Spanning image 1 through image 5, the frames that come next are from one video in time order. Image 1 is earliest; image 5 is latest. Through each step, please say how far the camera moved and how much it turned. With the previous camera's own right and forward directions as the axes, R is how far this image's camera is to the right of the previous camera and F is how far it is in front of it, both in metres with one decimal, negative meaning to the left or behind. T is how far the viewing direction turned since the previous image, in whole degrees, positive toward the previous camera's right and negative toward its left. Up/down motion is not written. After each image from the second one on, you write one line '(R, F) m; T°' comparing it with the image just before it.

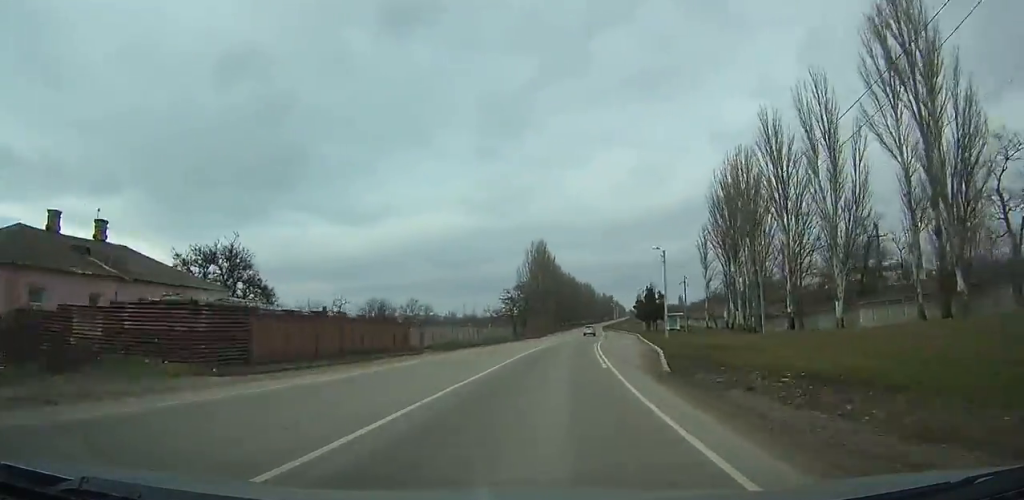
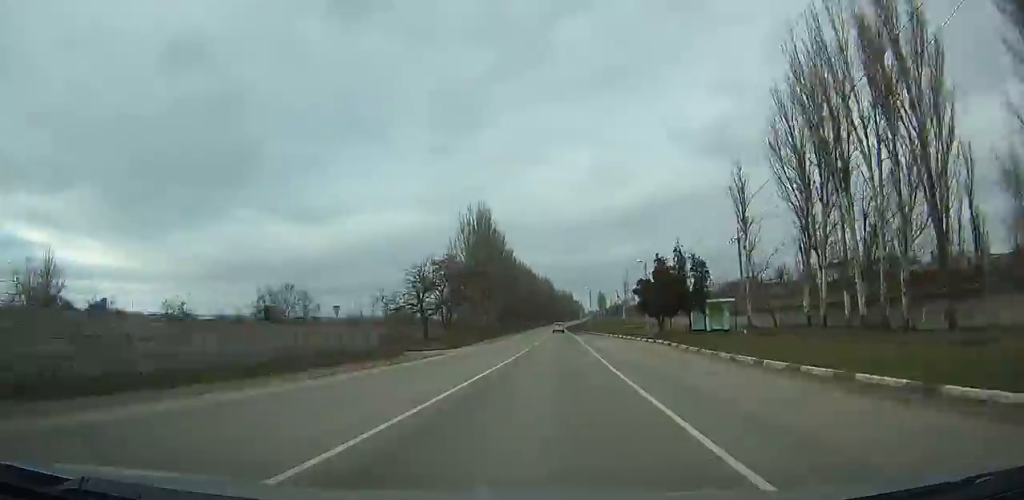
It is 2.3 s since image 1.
(+3.8, +46.7) m; +12°
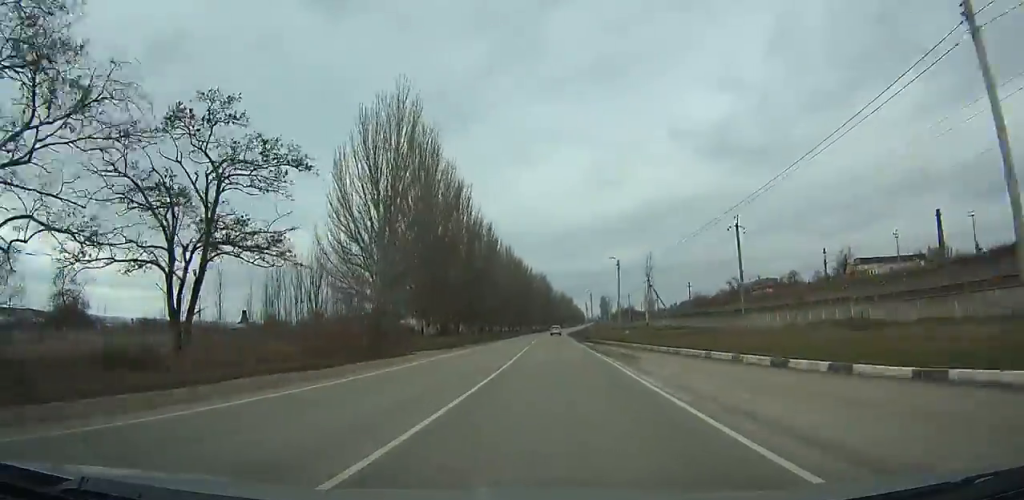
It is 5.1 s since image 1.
(+2.6, +48.2) m; -3°
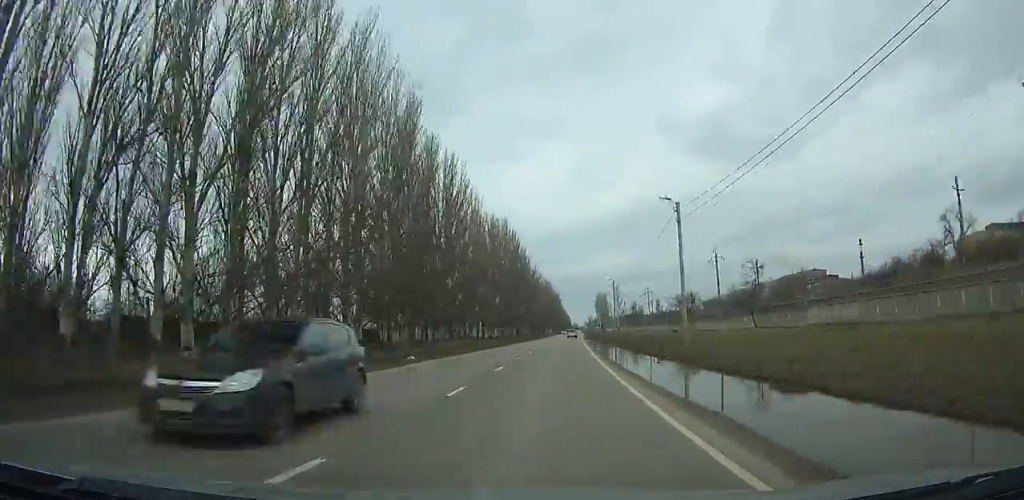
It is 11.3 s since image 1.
(-3.2, +124.2) m; 0°
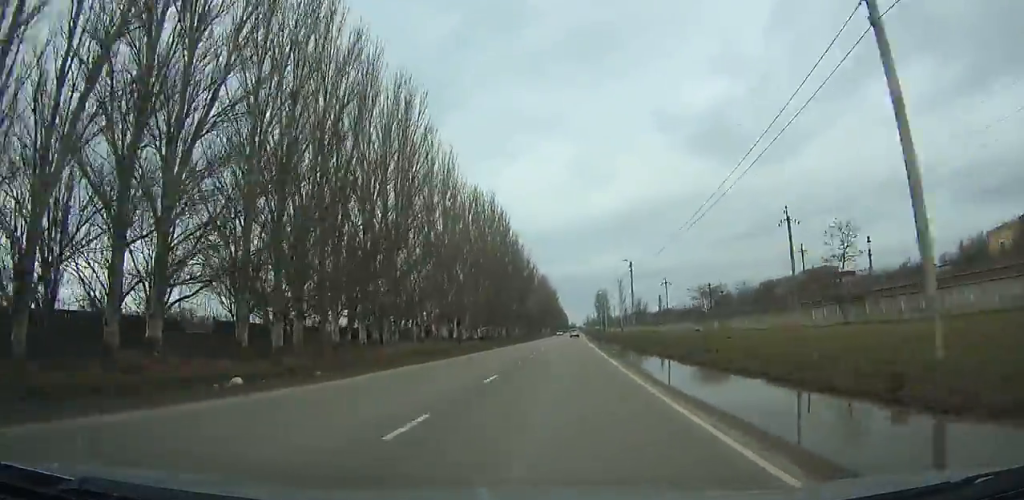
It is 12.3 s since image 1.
(+0.1, +20.7) m; +1°
